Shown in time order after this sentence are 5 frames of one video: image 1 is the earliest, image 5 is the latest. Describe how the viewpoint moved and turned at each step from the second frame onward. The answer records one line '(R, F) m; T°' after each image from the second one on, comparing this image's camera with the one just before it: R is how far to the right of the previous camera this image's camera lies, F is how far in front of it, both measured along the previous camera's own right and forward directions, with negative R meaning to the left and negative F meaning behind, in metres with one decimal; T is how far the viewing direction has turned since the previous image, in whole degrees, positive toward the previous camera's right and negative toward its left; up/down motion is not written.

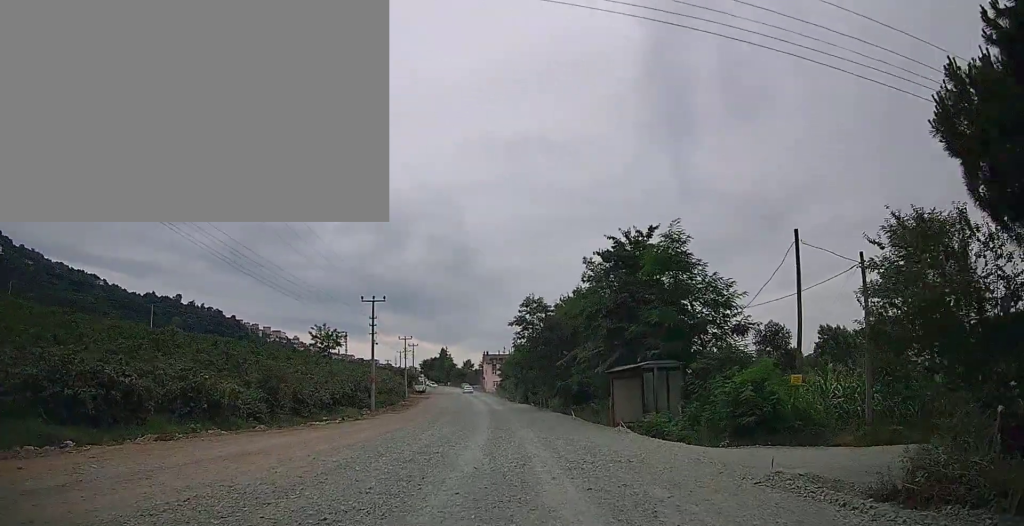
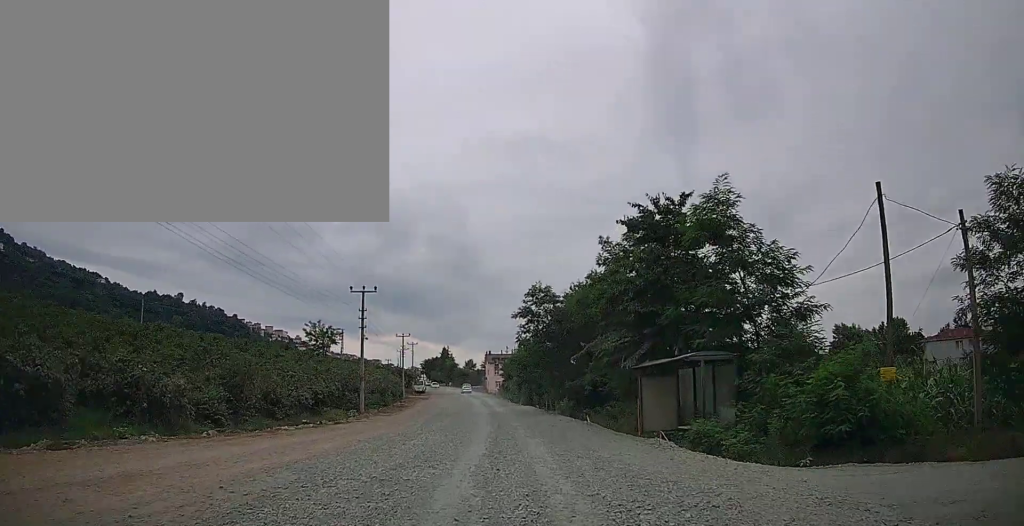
(0.0, +4.2) m; 0°
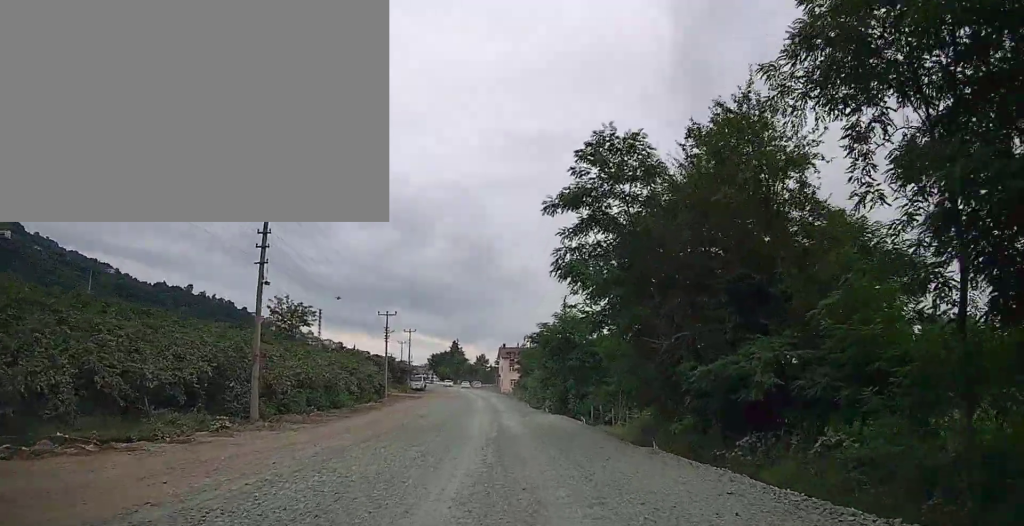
(-0.5, +20.6) m; -2°
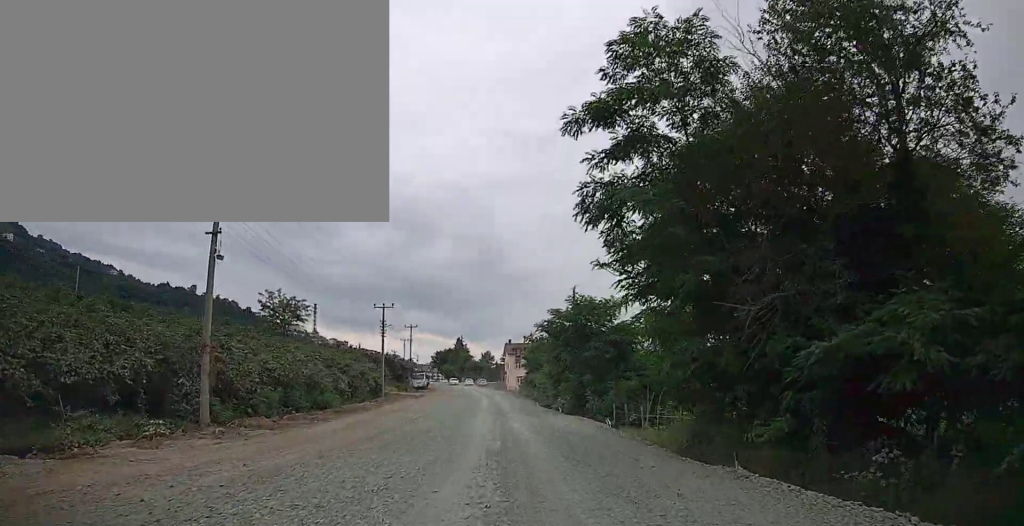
(+0.1, +4.8) m; 0°
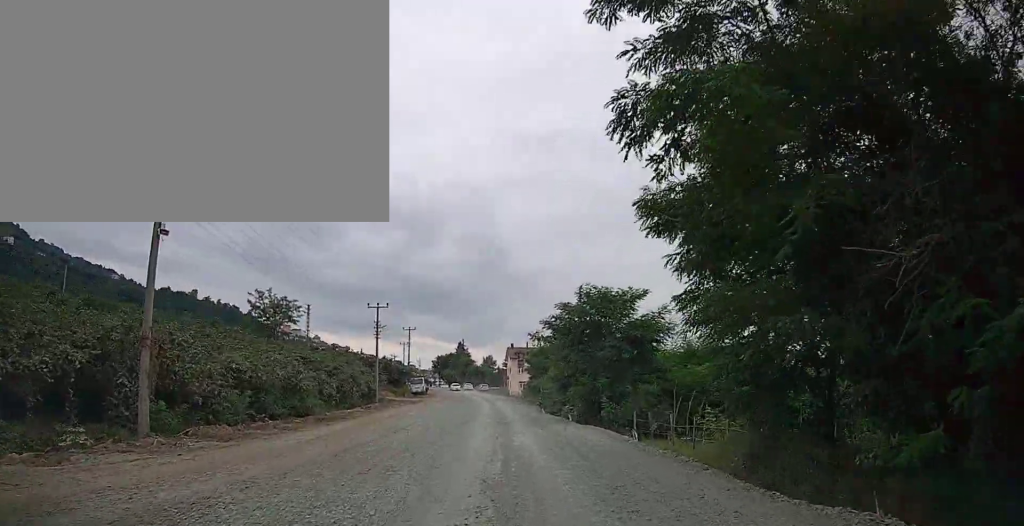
(0.0, +3.6) m; -1°
